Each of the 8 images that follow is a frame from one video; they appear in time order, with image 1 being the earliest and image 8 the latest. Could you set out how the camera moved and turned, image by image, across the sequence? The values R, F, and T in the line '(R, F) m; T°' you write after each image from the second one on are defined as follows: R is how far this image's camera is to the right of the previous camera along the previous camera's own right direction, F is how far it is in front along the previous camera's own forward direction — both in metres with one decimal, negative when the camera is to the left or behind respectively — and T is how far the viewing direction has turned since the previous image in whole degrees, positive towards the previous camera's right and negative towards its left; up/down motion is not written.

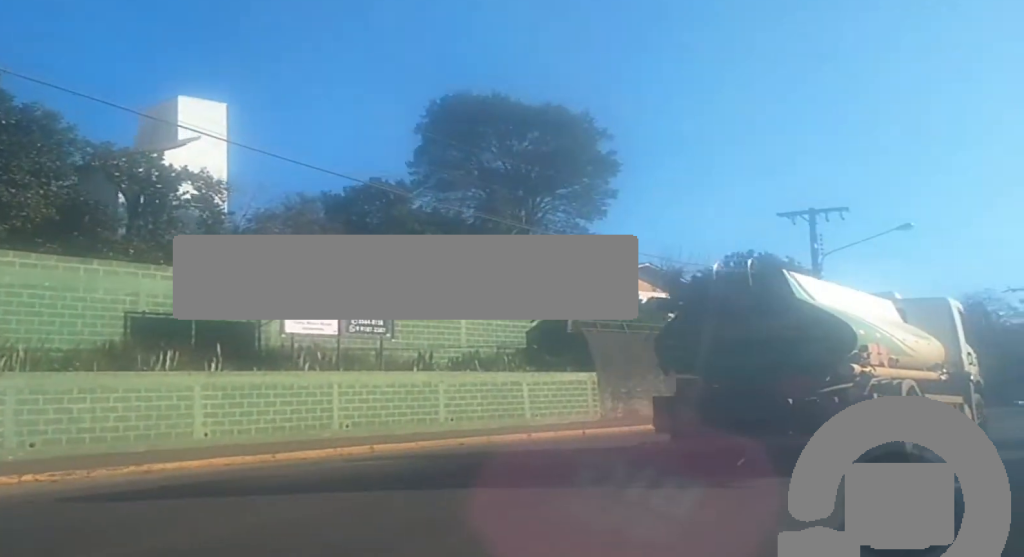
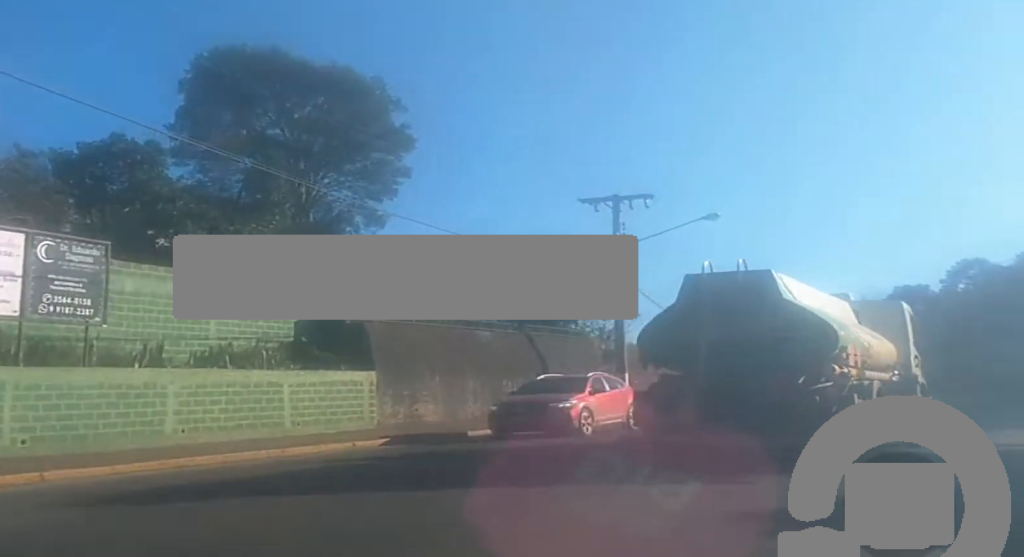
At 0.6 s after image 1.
(+0.1, +5.3) m; +1°
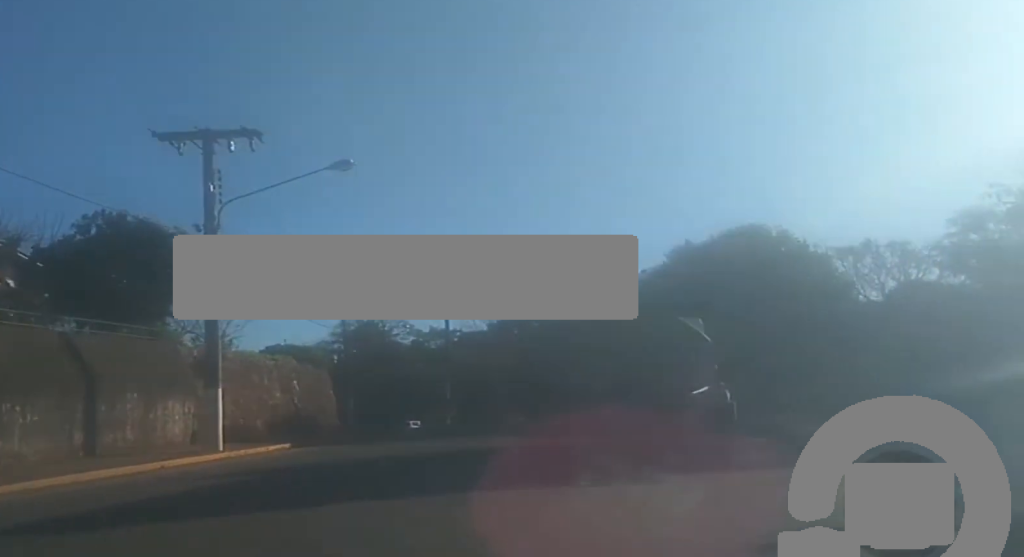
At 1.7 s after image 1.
(0.0, +10.8) m; 0°
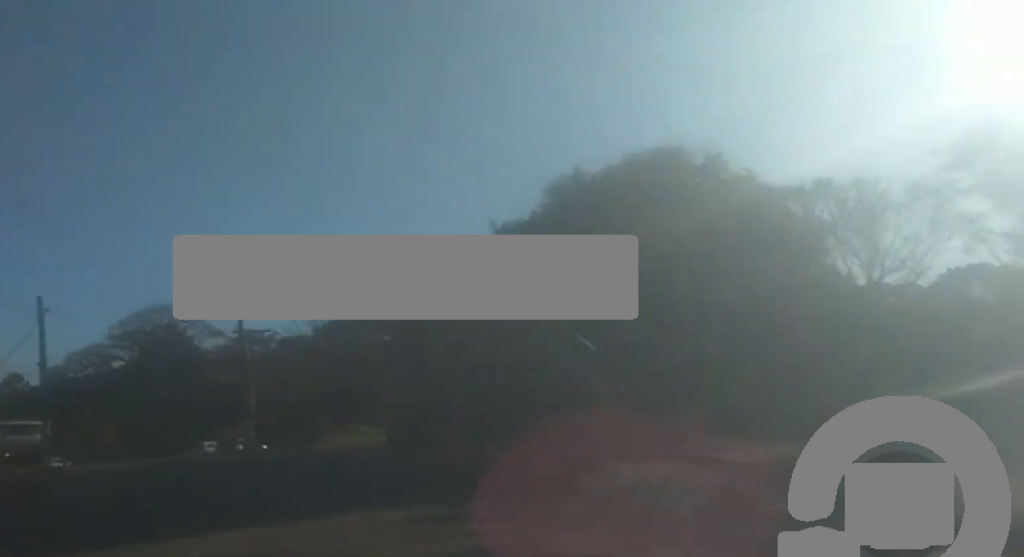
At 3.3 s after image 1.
(0.0, +14.2) m; 0°
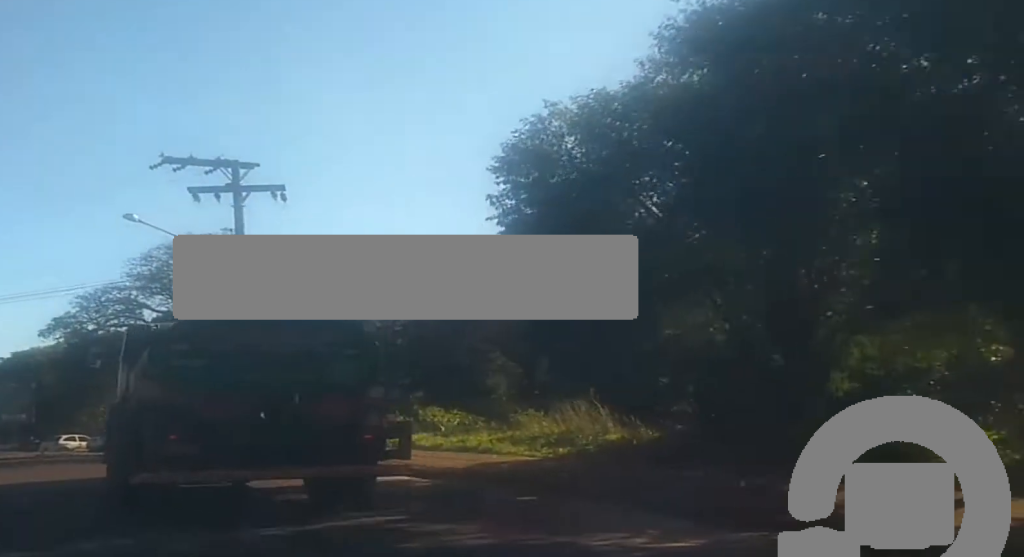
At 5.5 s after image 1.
(+0.3, +19.1) m; +1°
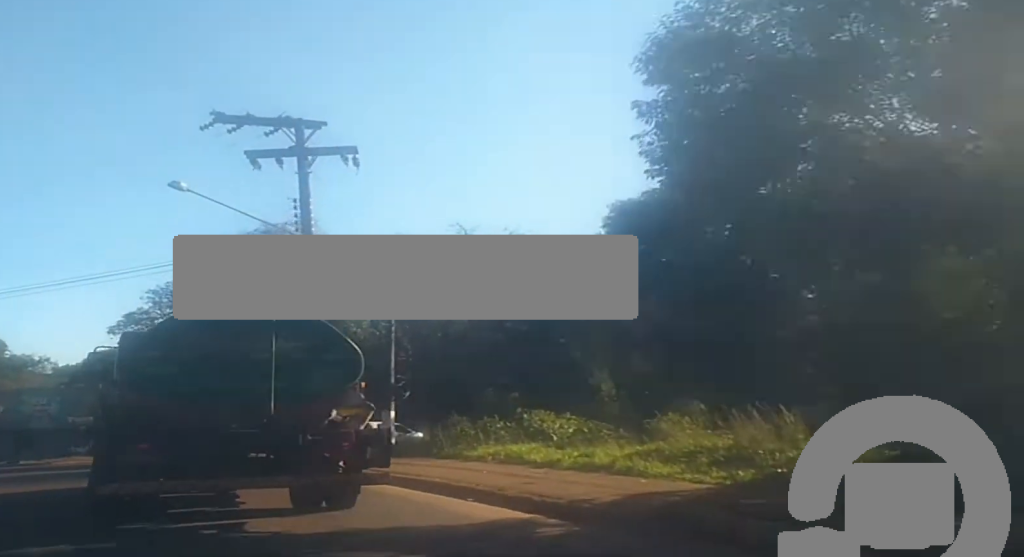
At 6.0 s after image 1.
(0.0, +4.5) m; 0°
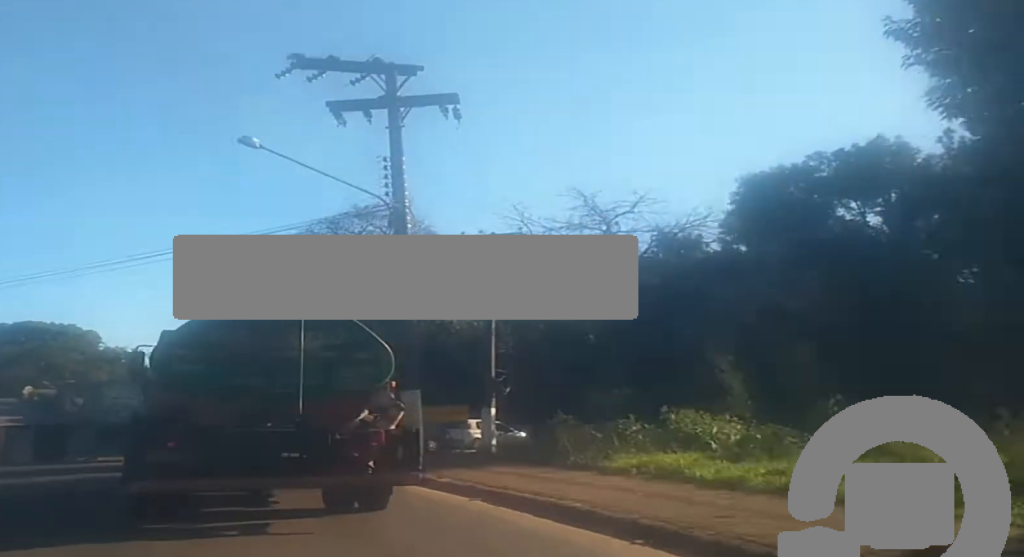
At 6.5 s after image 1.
(0.0, +3.6) m; 0°
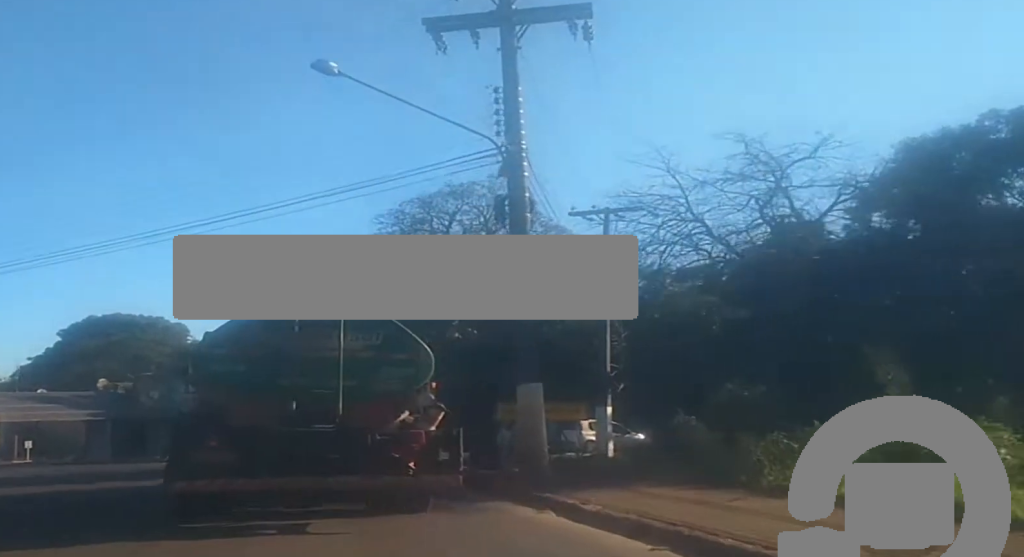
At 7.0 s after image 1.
(0.0, +4.1) m; 0°
